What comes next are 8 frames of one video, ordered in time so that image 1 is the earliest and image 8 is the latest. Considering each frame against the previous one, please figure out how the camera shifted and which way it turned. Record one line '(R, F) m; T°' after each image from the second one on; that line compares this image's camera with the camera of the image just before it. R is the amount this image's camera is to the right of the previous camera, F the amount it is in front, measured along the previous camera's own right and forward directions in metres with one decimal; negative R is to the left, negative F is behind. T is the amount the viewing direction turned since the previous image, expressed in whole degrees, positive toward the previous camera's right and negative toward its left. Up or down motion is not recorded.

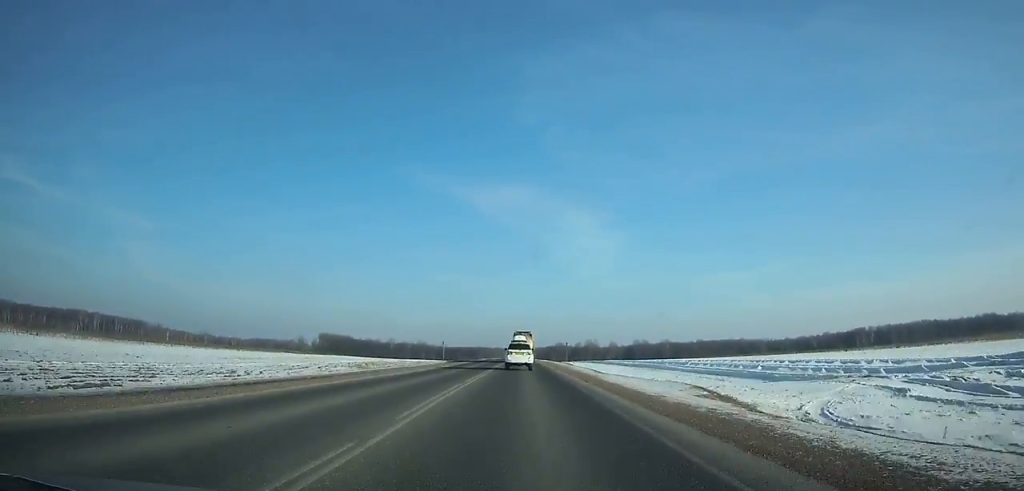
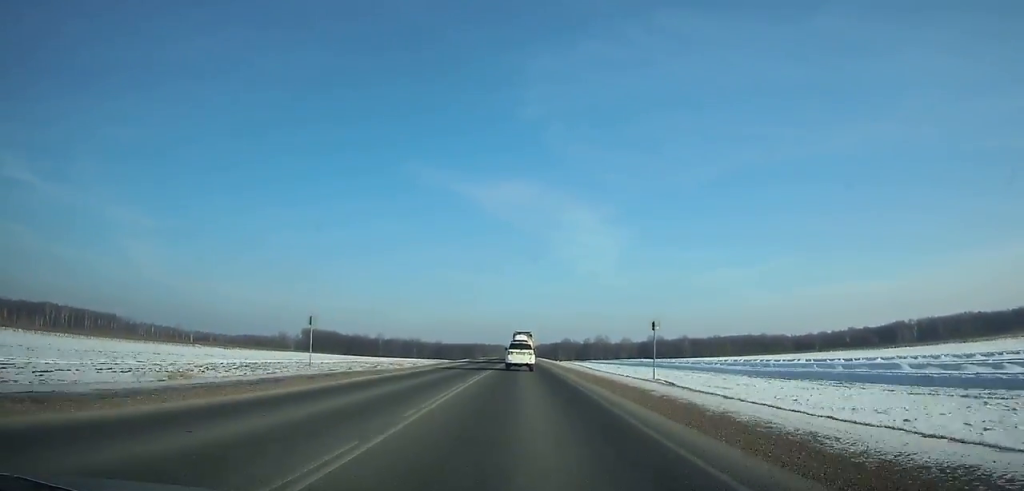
(-0.1, +59.4) m; 0°
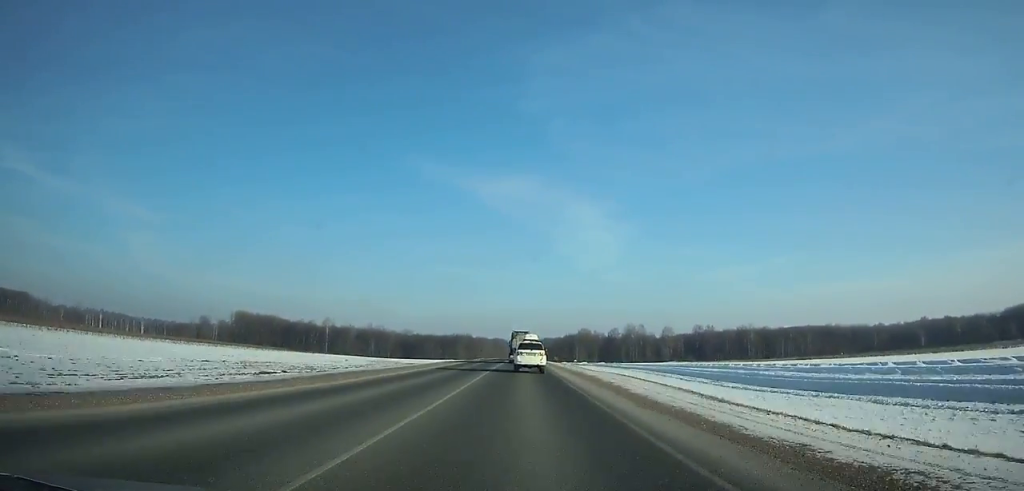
(0.0, +152.2) m; 0°
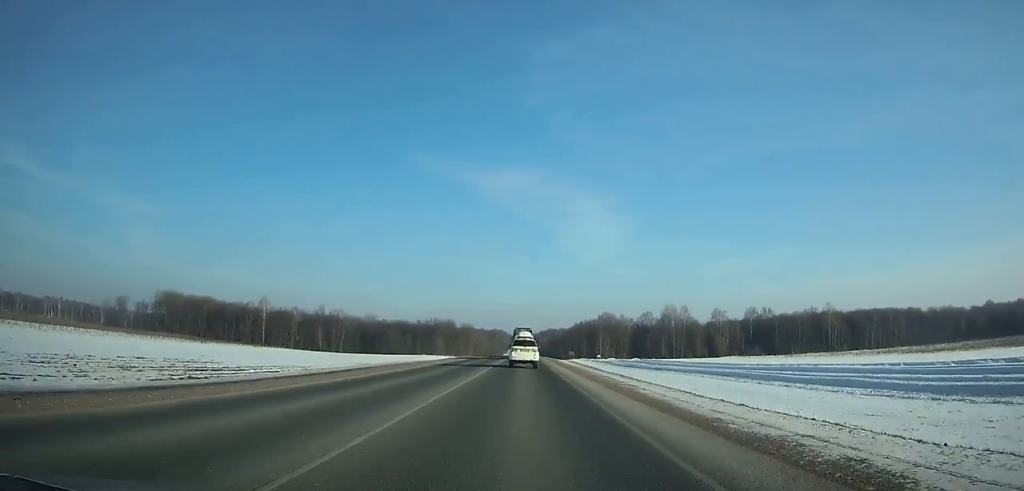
(+0.1, +102.4) m; 0°
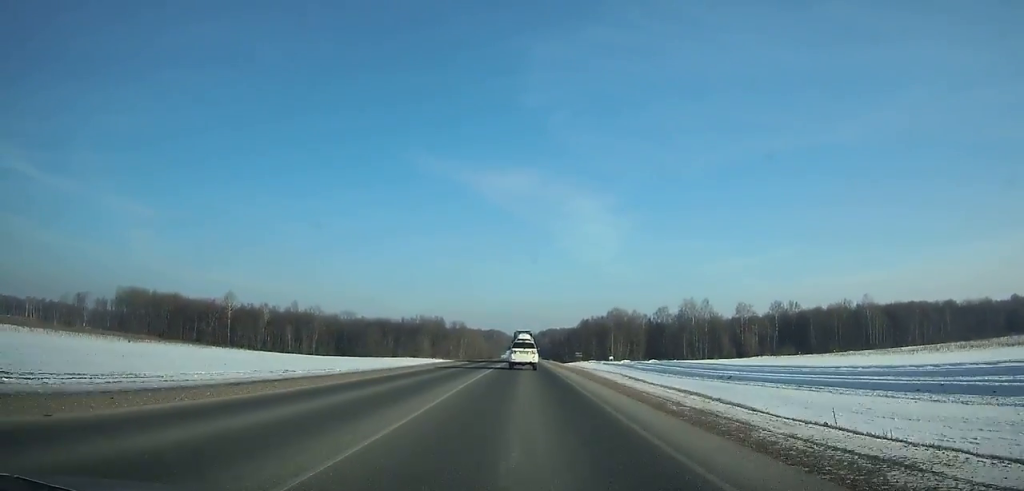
(0.0, +35.7) m; 0°
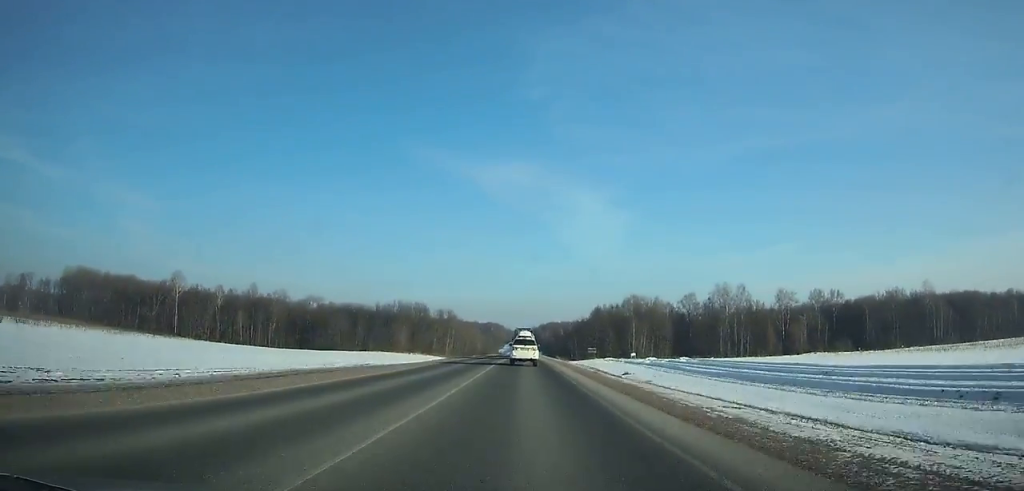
(-0.1, +42.9) m; 0°
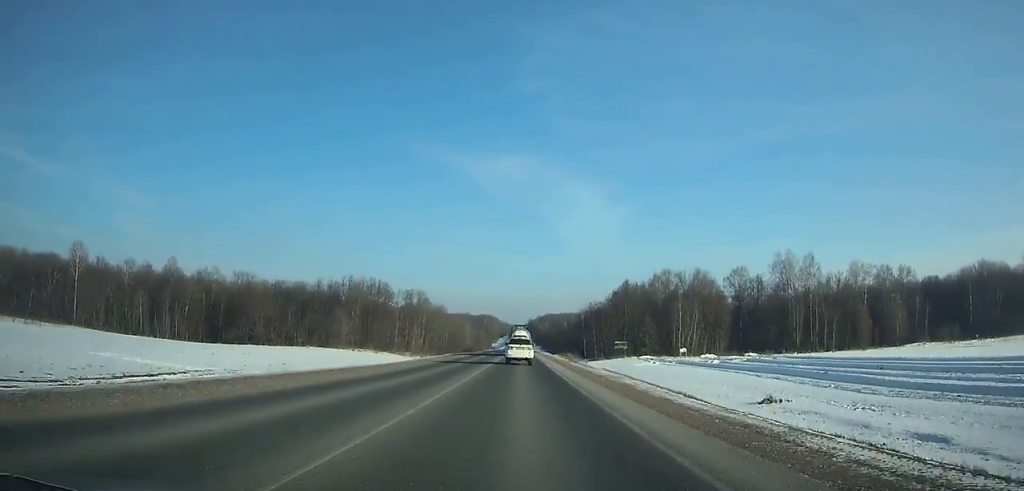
(+0.2, +54.3) m; 0°
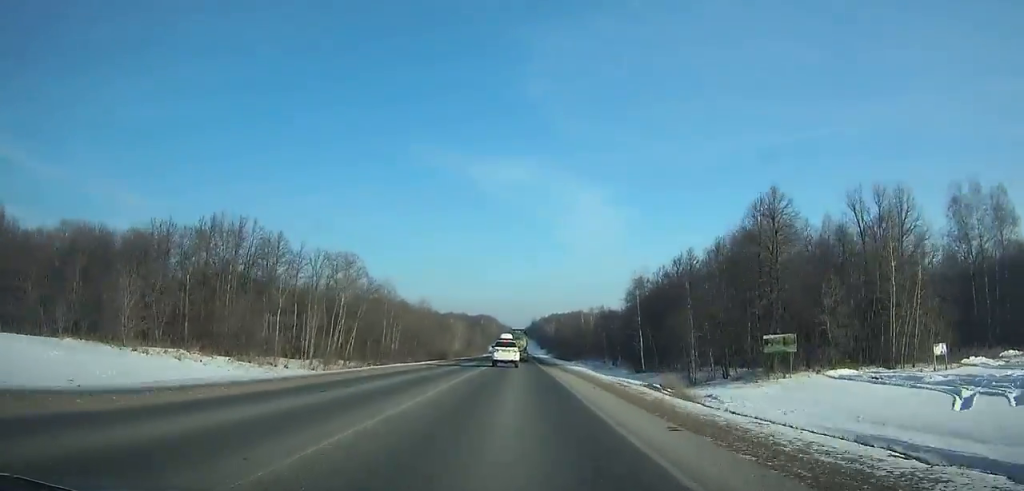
(-0.2, +69.8) m; 0°
